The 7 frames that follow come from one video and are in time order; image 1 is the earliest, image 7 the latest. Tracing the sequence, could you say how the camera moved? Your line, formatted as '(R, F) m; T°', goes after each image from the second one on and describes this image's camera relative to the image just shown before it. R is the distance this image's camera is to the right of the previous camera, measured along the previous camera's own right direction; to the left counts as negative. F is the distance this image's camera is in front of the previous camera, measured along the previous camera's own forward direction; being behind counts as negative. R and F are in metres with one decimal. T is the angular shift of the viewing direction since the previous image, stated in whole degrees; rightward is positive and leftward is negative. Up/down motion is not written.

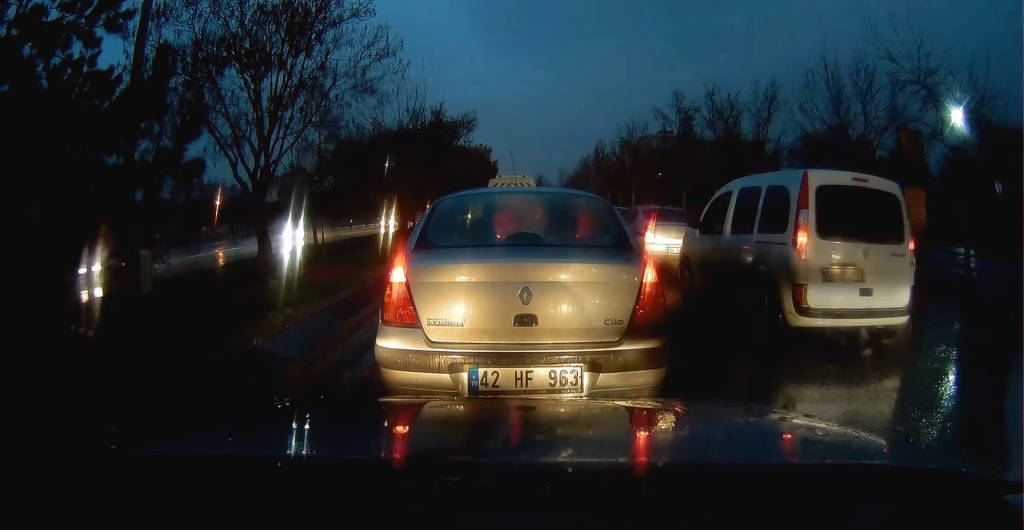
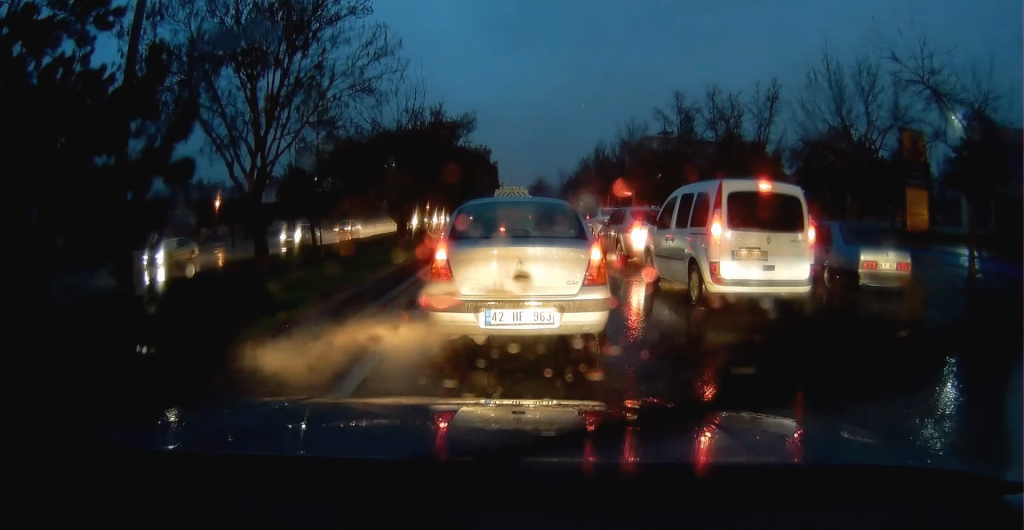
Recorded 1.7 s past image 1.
(0.0, 0.0) m; 0°
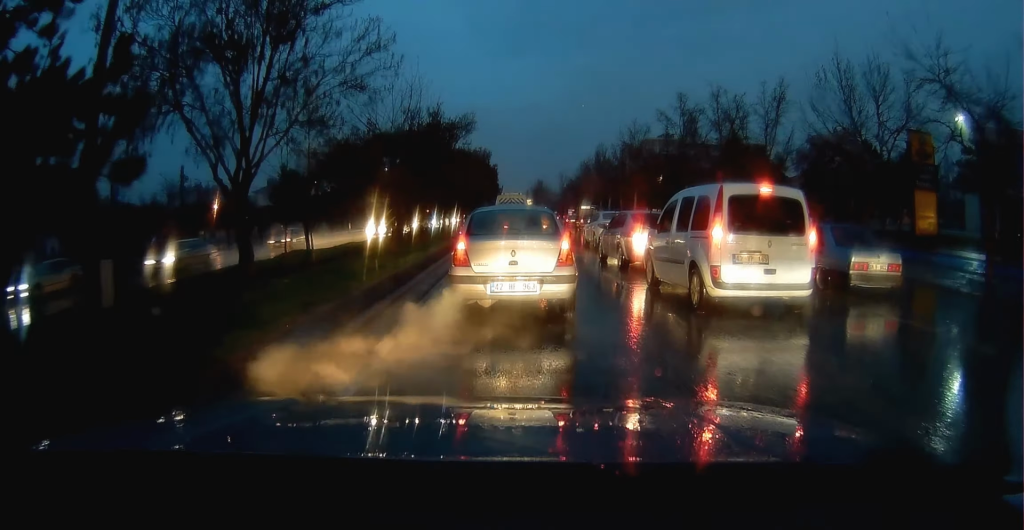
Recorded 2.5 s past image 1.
(0.0, 0.0) m; 0°
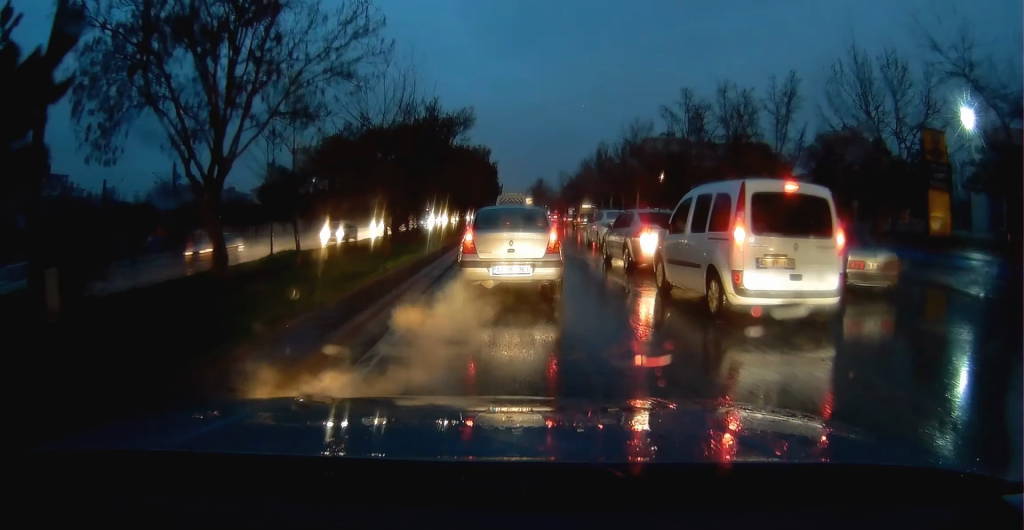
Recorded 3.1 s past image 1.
(0.0, 0.0) m; 0°
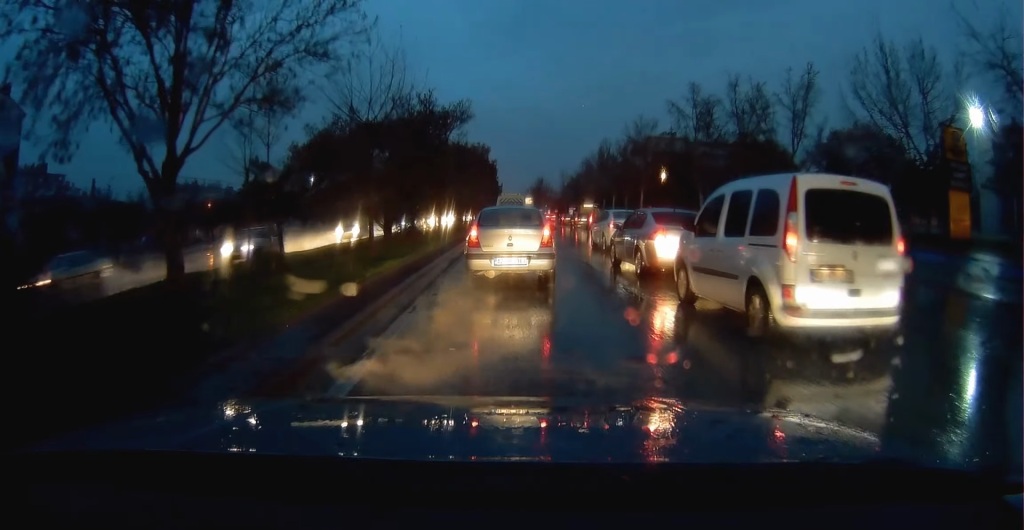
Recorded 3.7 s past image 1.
(0.0, +0.2) m; -2°
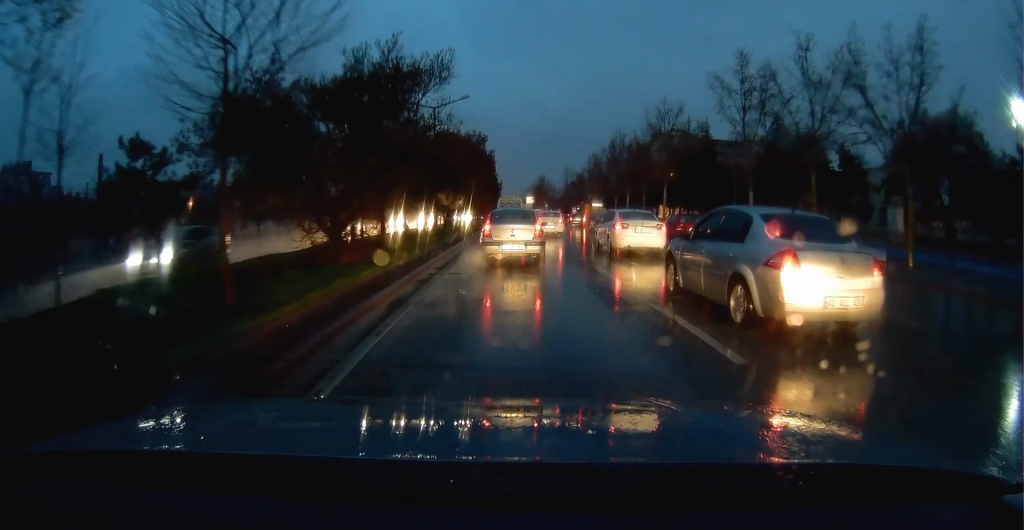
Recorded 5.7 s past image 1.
(-0.4, +3.3) m; -5°
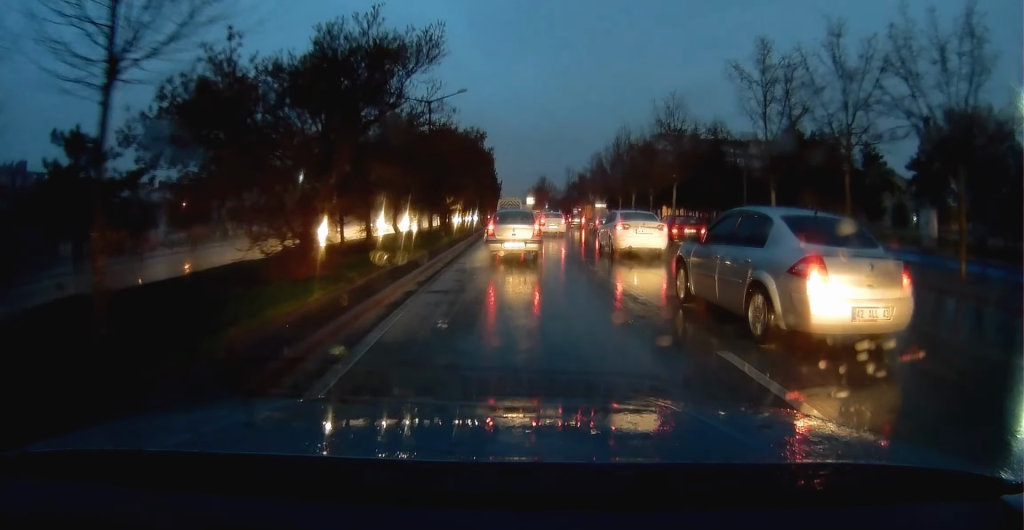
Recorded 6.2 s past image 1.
(0.0, +1.9) m; +1°
